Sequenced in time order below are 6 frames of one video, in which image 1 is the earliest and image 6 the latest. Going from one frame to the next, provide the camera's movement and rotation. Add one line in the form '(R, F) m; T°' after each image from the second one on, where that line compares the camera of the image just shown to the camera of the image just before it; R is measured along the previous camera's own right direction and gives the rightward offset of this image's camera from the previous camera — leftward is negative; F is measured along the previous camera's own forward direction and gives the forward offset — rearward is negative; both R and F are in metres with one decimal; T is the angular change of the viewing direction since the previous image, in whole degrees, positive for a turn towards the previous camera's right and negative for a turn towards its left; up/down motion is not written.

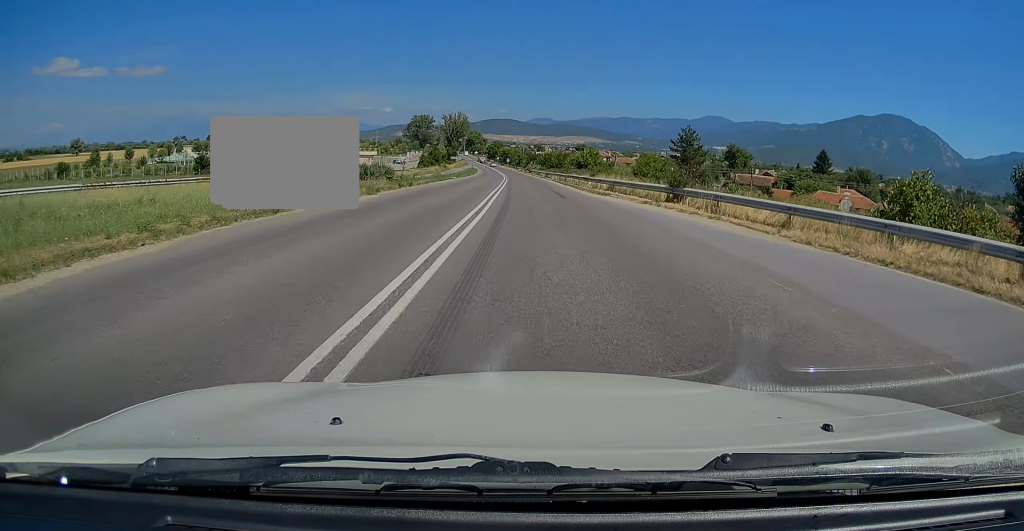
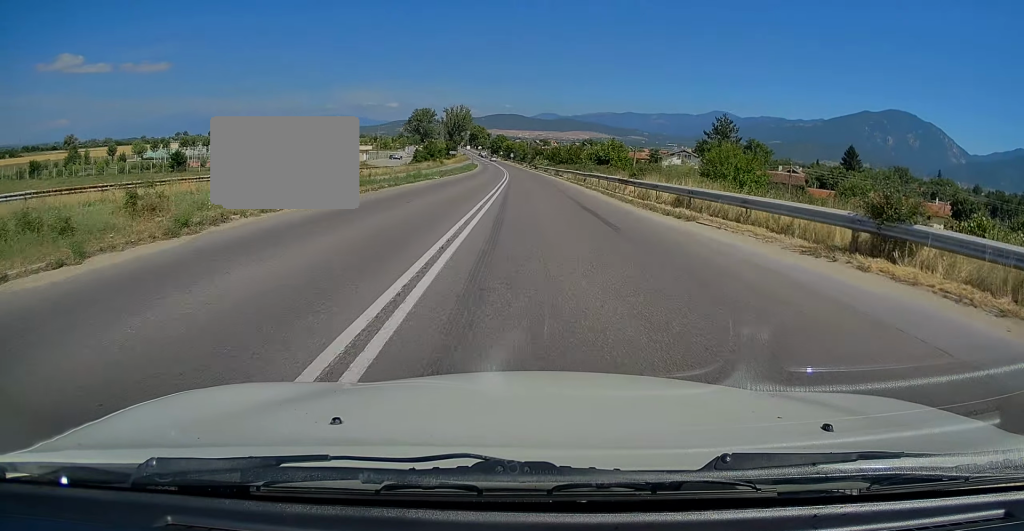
(0.0, +13.6) m; 0°
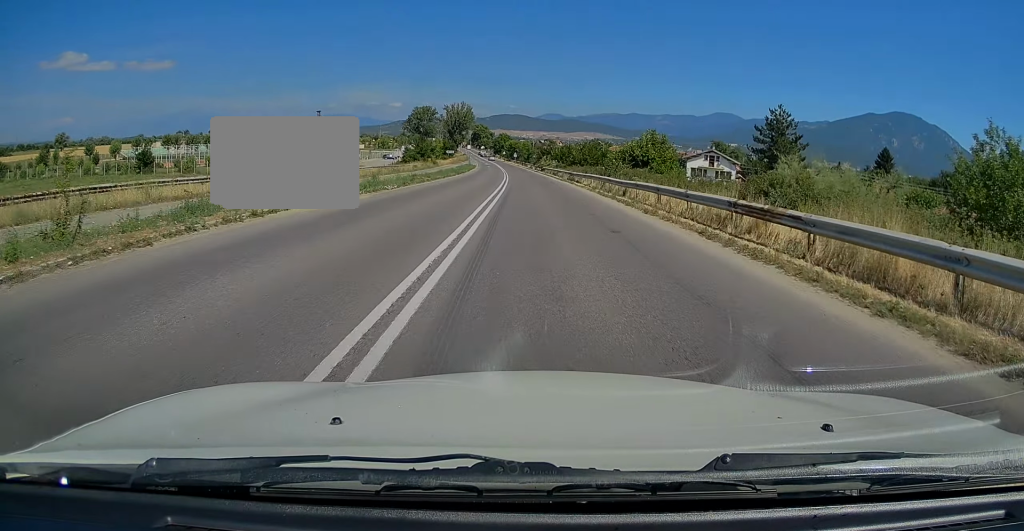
(-0.1, +15.1) m; 0°
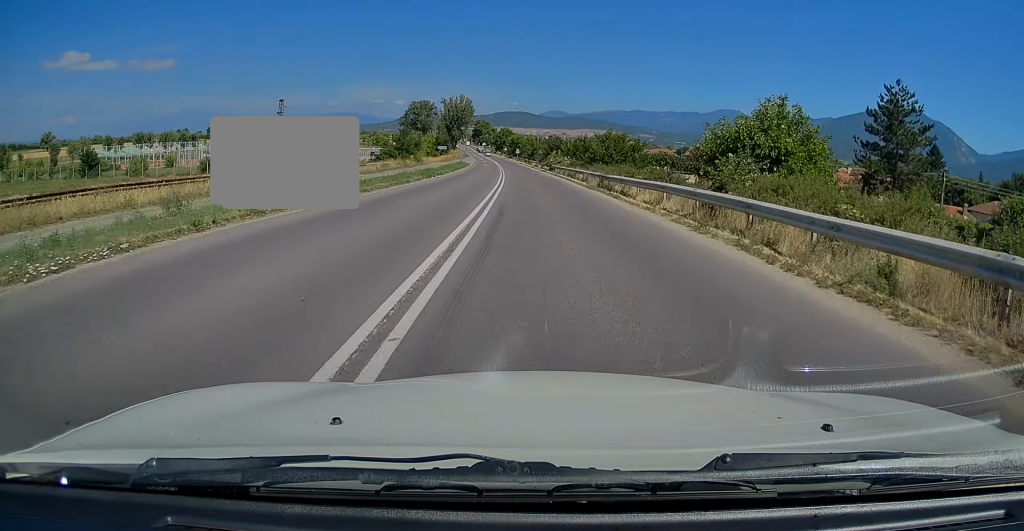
(+0.1, +19.3) m; -1°
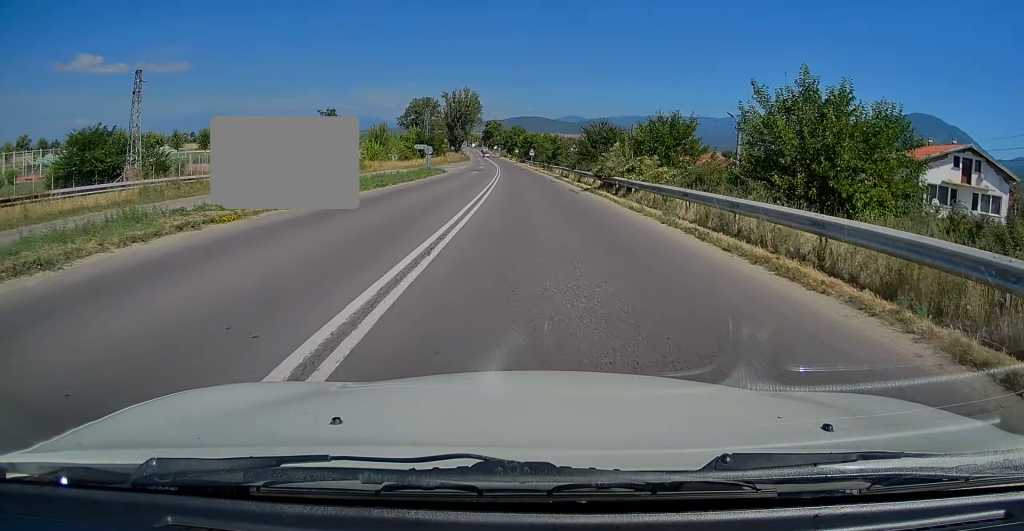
(-0.5, +40.6) m; -1°
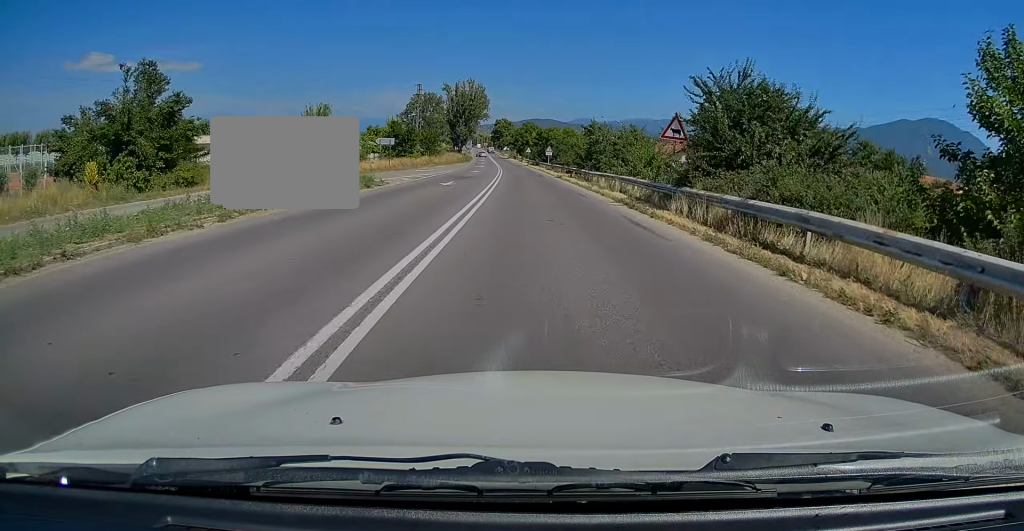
(-0.7, +28.2) m; -1°
